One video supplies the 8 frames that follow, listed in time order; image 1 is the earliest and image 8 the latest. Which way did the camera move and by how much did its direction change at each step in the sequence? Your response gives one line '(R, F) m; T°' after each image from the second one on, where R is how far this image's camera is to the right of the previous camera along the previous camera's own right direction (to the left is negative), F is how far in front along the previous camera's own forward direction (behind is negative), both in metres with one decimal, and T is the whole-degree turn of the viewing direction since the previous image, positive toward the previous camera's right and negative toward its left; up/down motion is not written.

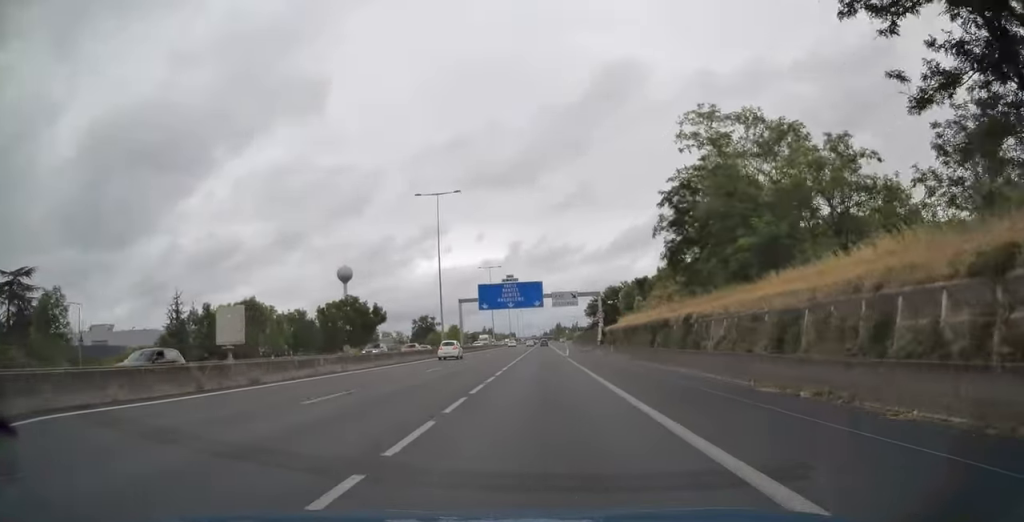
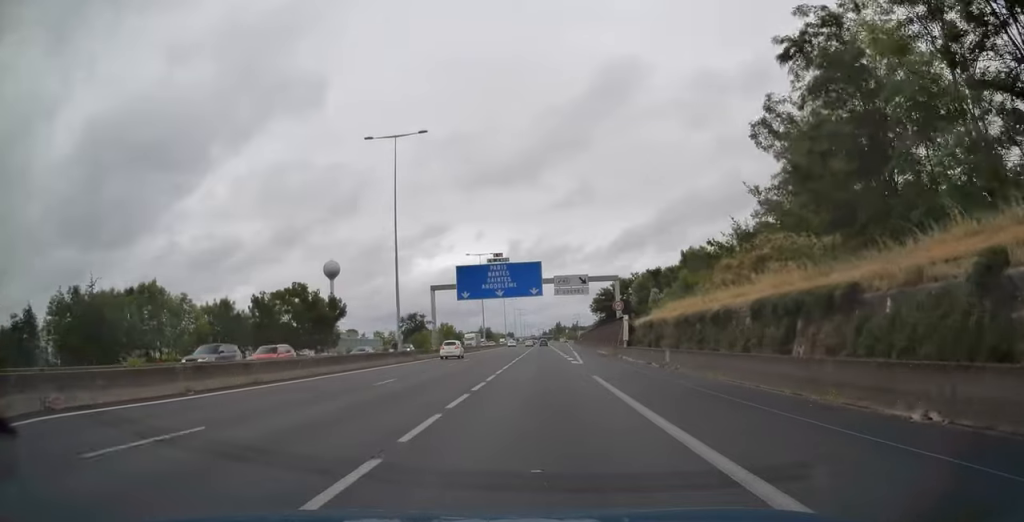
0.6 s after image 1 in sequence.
(-0.1, +20.5) m; 0°
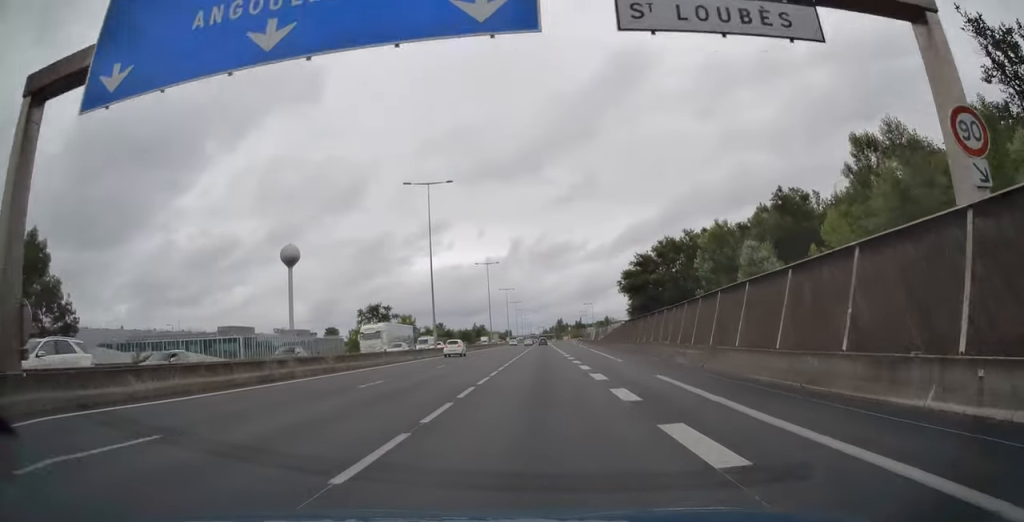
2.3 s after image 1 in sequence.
(+0.4, +53.9) m; +1°
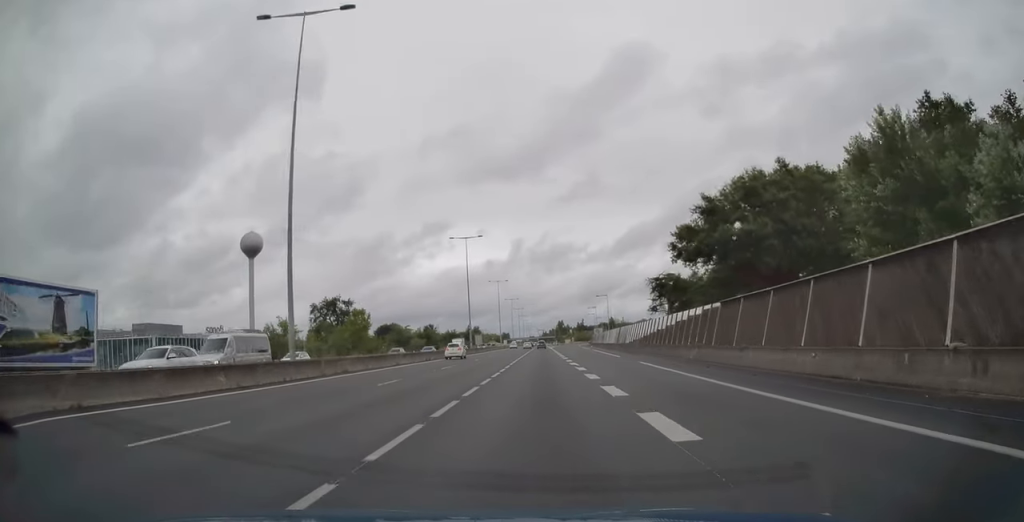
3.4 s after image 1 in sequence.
(+0.1, +37.2) m; 0°
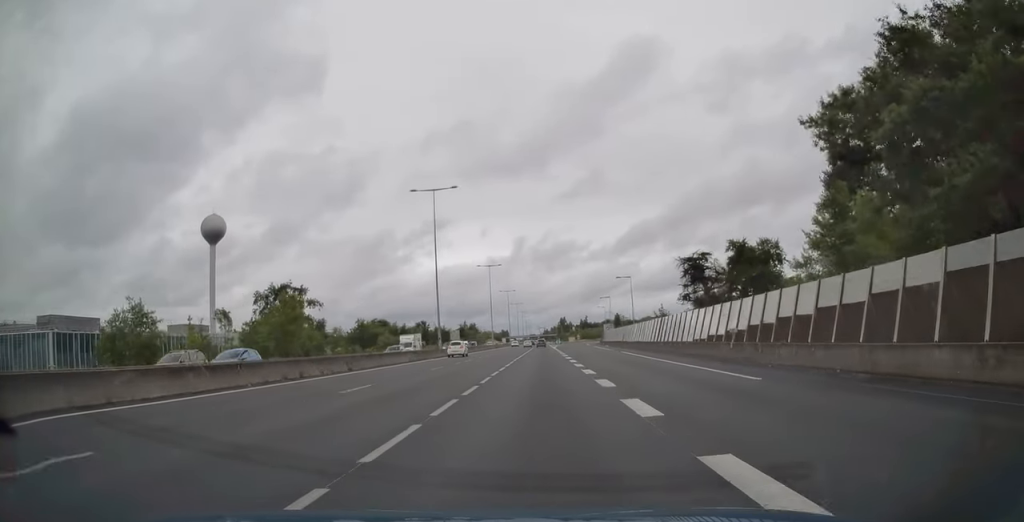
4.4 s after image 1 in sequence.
(-0.1, +30.2) m; 0°
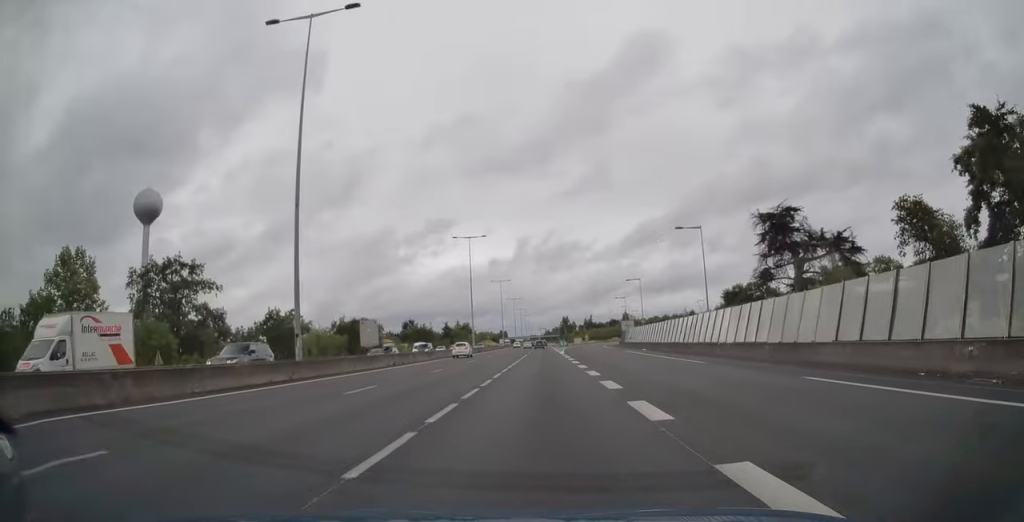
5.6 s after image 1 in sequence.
(0.0, +39.3) m; 0°
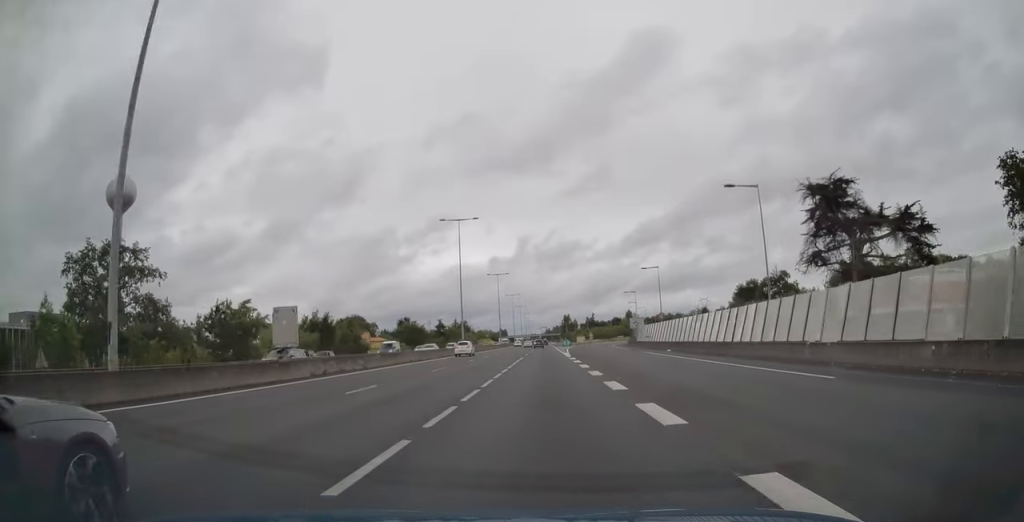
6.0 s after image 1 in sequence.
(0.0, +13.4) m; 0°
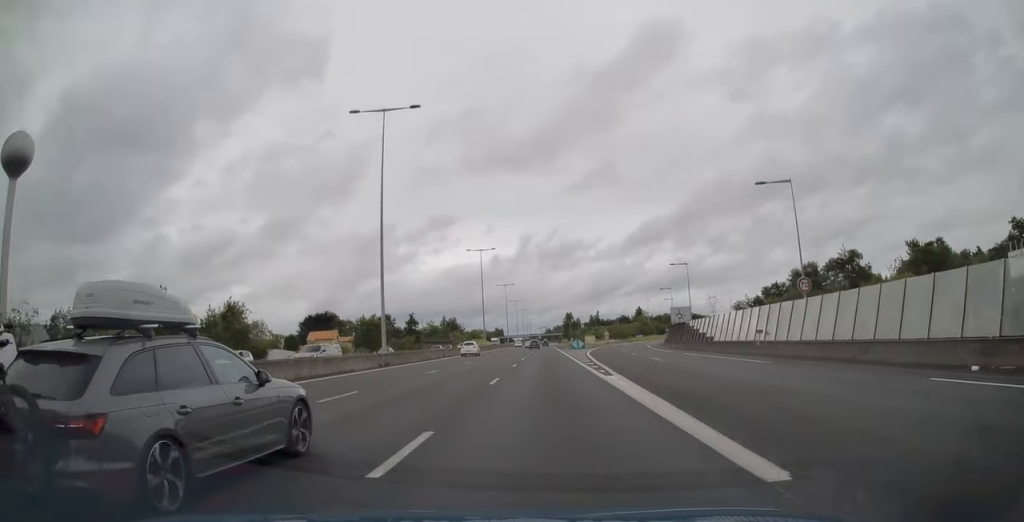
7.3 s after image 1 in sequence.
(-0.1, +41.8) m; 0°
